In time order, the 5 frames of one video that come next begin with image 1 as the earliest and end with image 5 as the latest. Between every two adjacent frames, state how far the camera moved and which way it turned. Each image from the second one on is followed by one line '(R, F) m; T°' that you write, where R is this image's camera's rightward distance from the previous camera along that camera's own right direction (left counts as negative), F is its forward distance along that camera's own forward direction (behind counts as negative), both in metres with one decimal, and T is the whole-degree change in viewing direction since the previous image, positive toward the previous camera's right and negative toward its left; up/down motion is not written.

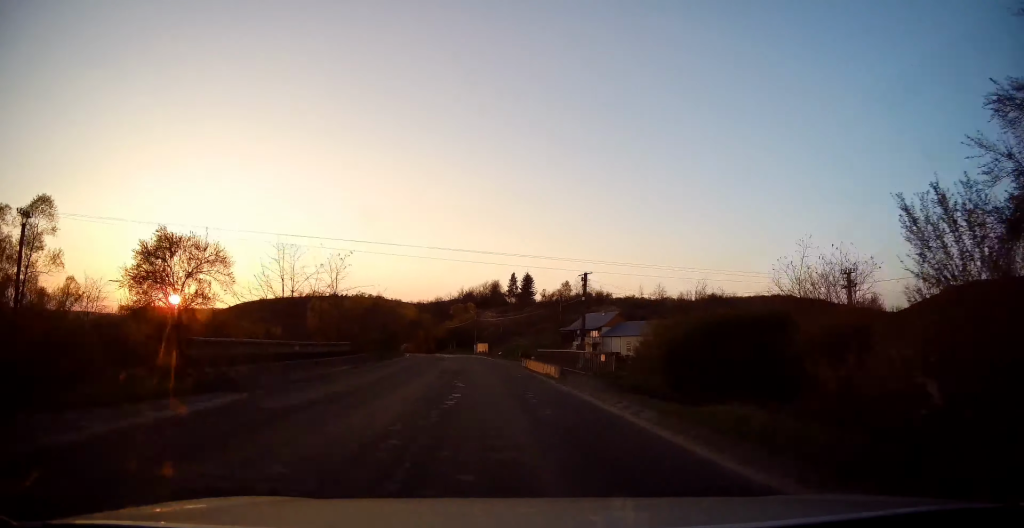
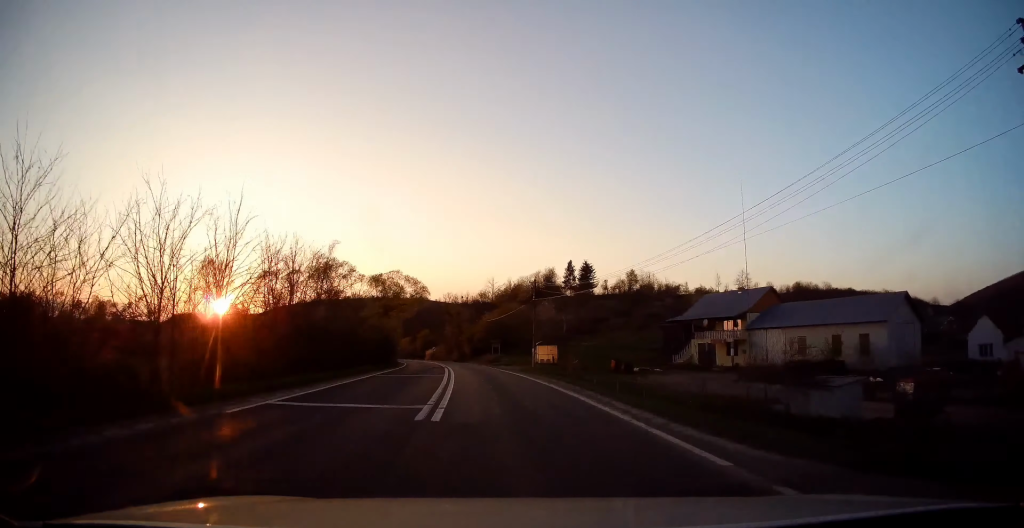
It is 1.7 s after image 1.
(-0.4, +40.3) m; -3°
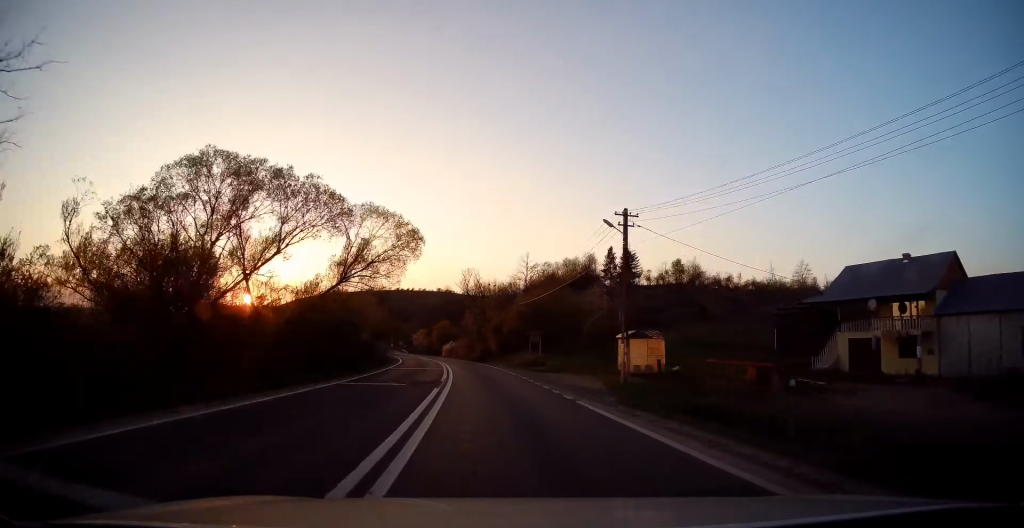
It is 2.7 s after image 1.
(-0.8, +23.4) m; -4°
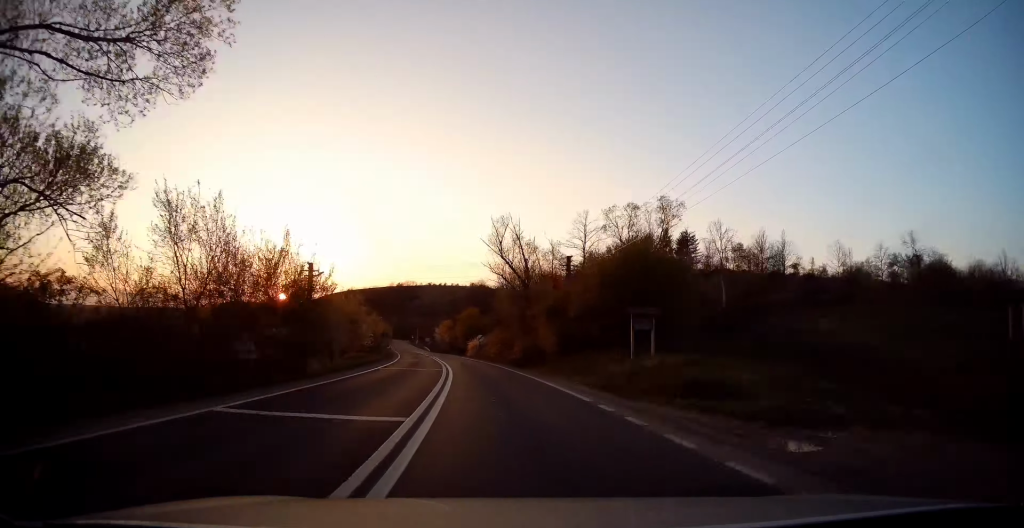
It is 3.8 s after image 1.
(-0.8, +25.2) m; -3°
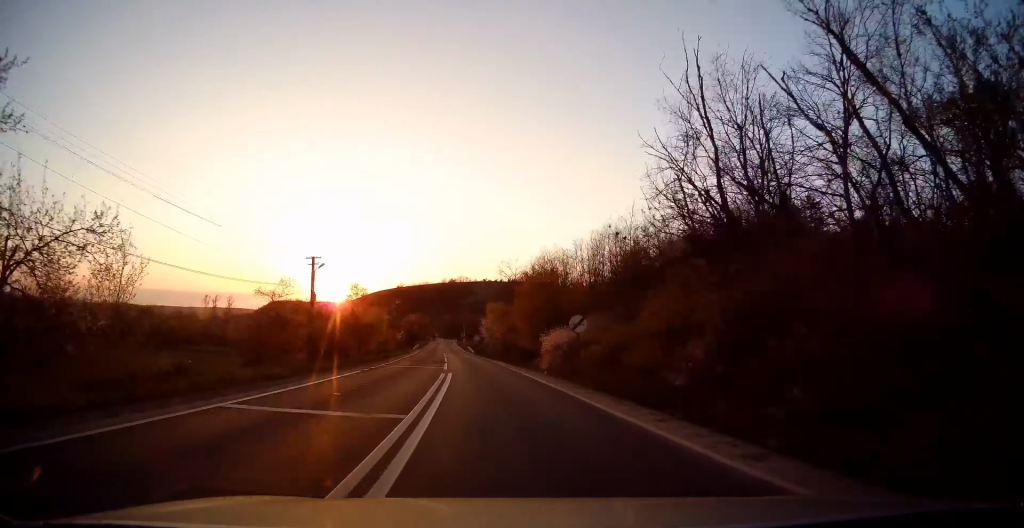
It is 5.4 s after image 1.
(-2.2, +40.0) m; -6°
